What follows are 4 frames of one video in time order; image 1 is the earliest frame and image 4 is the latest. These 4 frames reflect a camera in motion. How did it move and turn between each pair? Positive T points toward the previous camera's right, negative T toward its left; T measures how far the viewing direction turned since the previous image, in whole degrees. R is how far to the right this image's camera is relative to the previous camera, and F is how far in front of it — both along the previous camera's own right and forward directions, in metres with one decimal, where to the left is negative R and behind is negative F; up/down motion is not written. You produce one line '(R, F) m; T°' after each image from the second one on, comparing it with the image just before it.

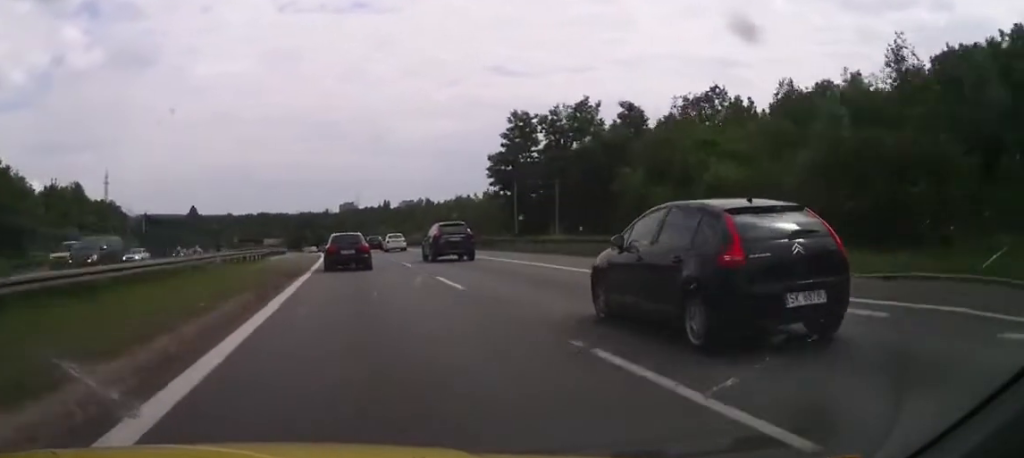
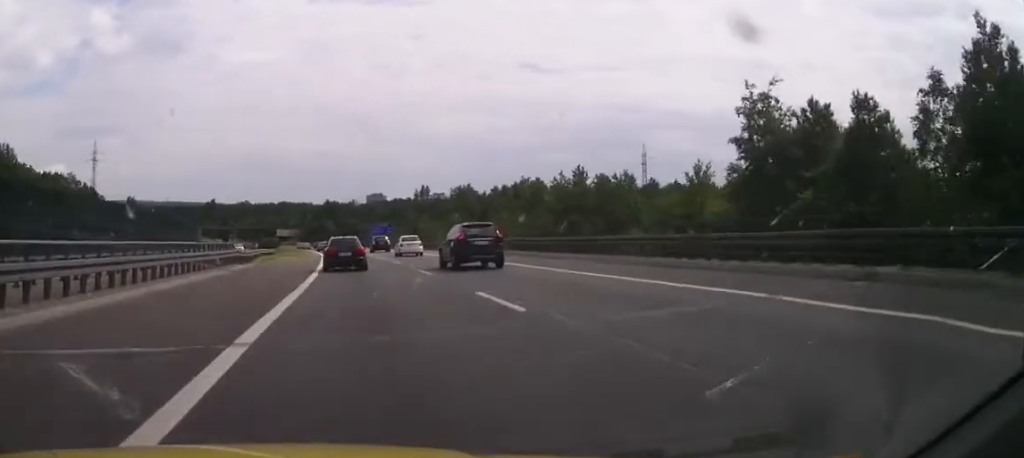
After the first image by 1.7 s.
(-0.6, +50.9) m; -1°
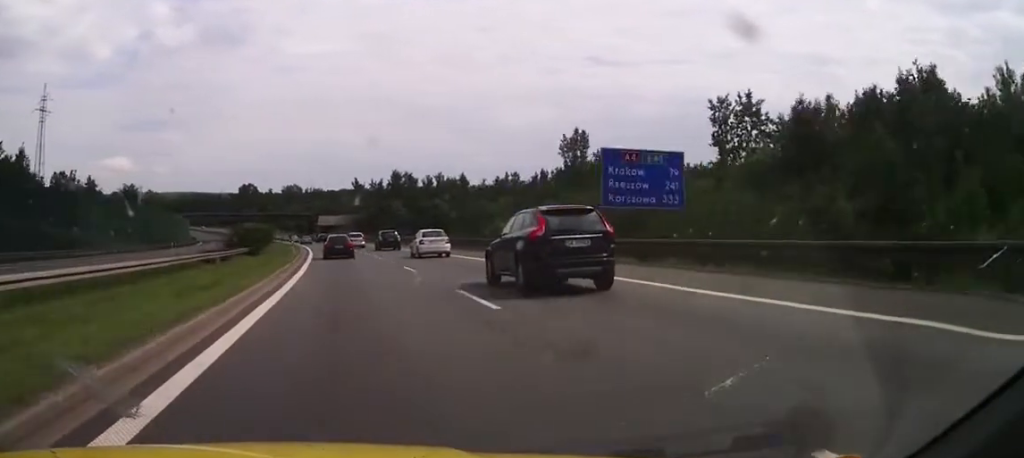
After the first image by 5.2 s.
(0.0, +105.7) m; -2°
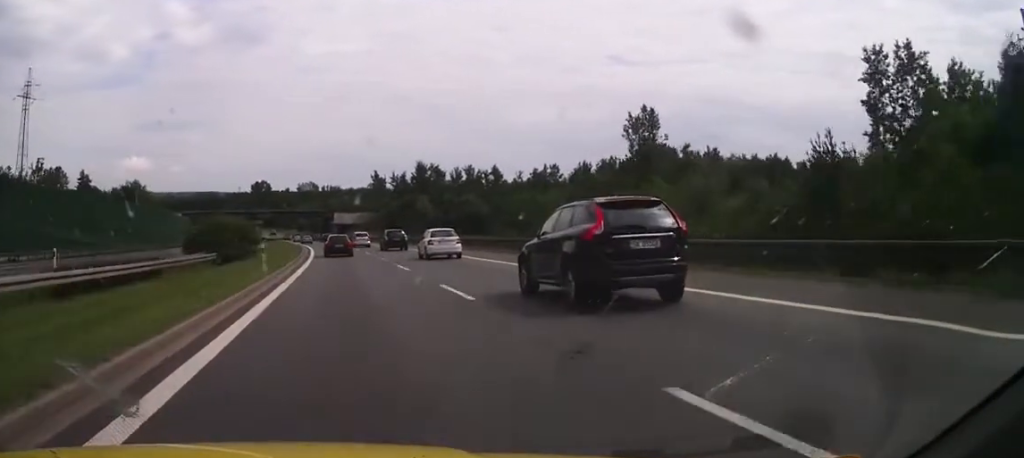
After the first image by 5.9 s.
(-0.7, +21.3) m; -2°
